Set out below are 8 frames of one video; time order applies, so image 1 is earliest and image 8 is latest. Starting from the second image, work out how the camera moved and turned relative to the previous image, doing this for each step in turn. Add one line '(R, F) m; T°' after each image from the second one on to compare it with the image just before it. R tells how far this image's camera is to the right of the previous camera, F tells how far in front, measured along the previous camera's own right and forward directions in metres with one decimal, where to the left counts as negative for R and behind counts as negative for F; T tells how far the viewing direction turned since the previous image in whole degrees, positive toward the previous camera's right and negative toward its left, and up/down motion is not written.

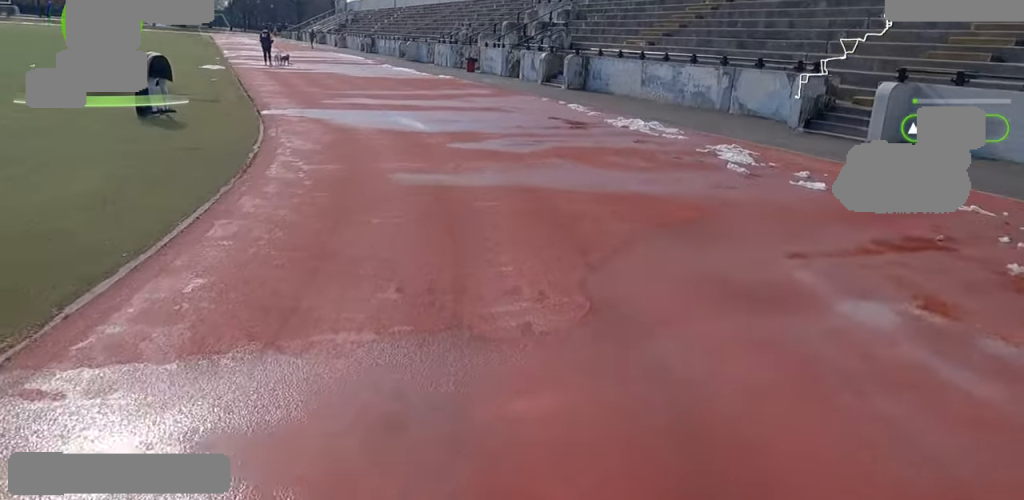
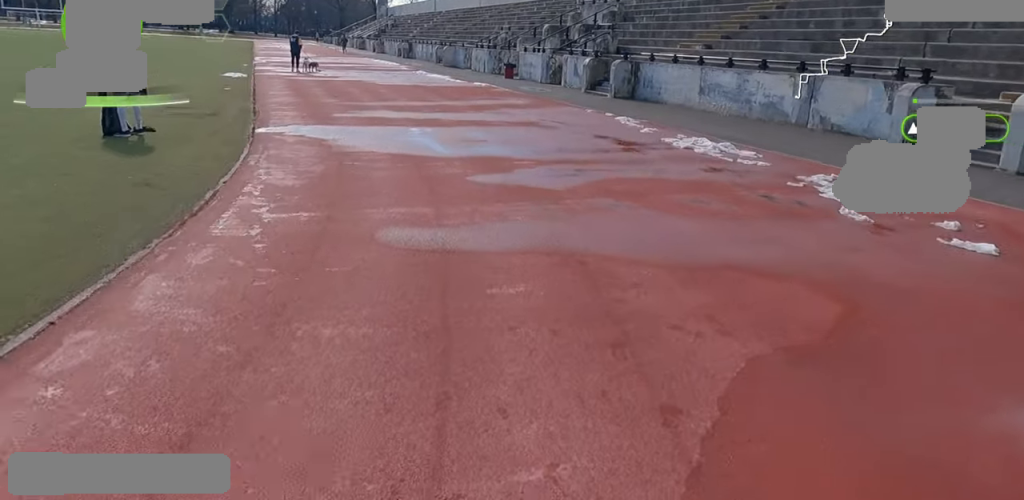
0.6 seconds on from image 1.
(0.0, +2.5) m; -2°
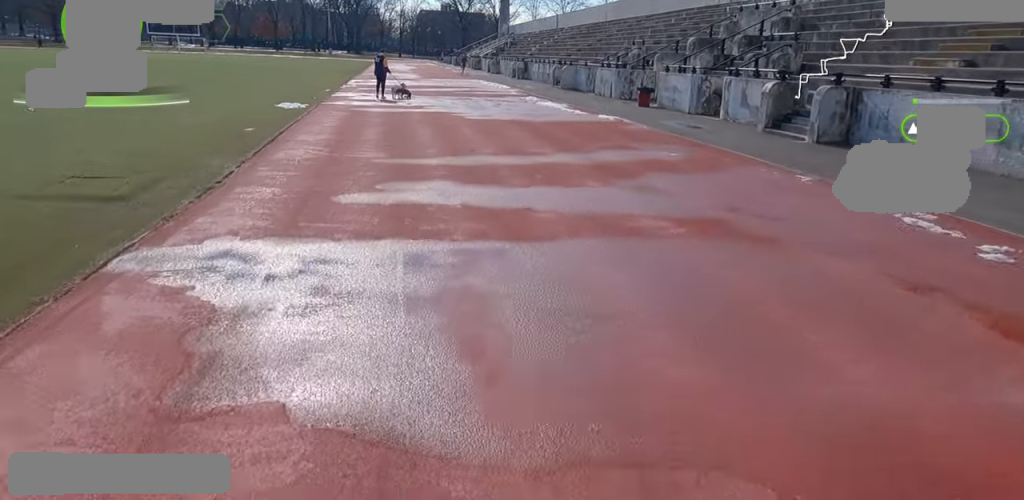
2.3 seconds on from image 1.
(-0.9, +7.7) m; -9°
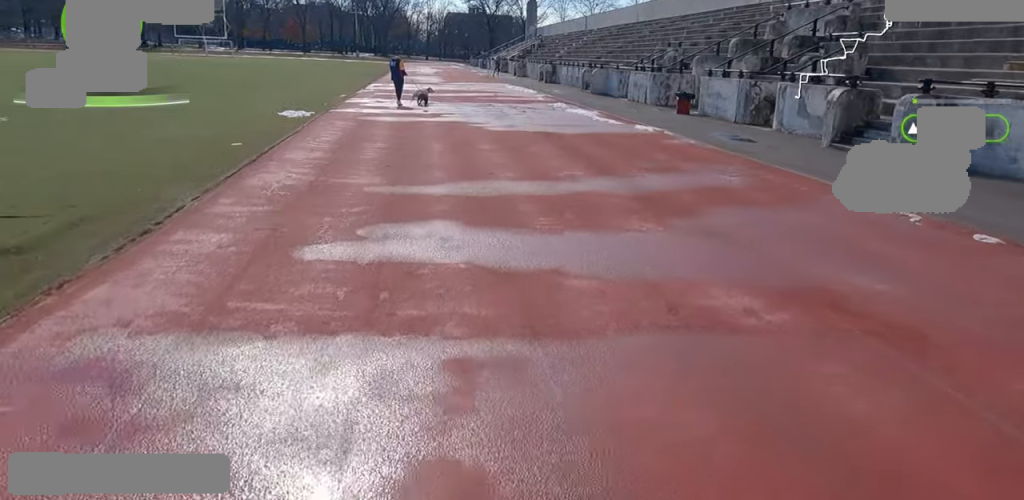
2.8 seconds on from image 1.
(-0.2, +2.3) m; 0°
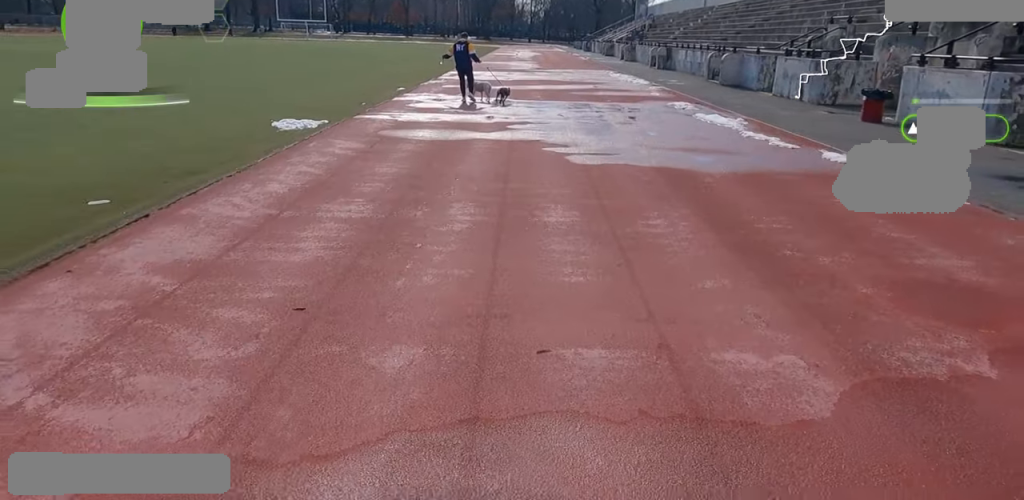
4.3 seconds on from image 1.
(+0.7, +7.0) m; -5°
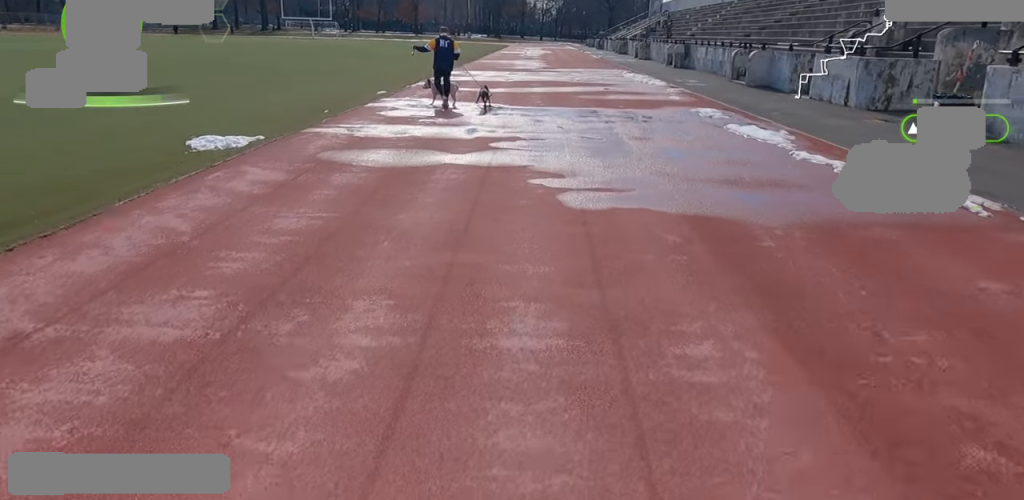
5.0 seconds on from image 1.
(-0.2, +3.1) m; -8°
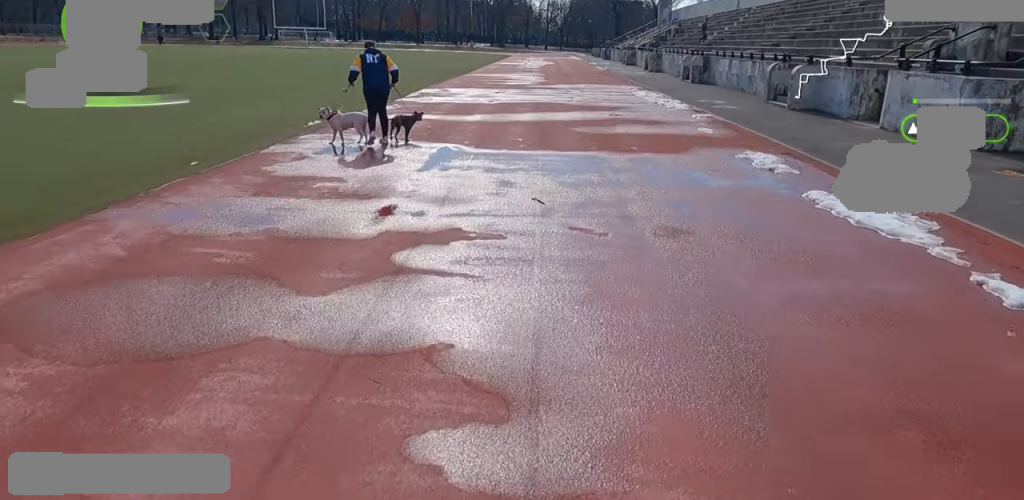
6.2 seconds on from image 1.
(-0.4, +5.2) m; +1°
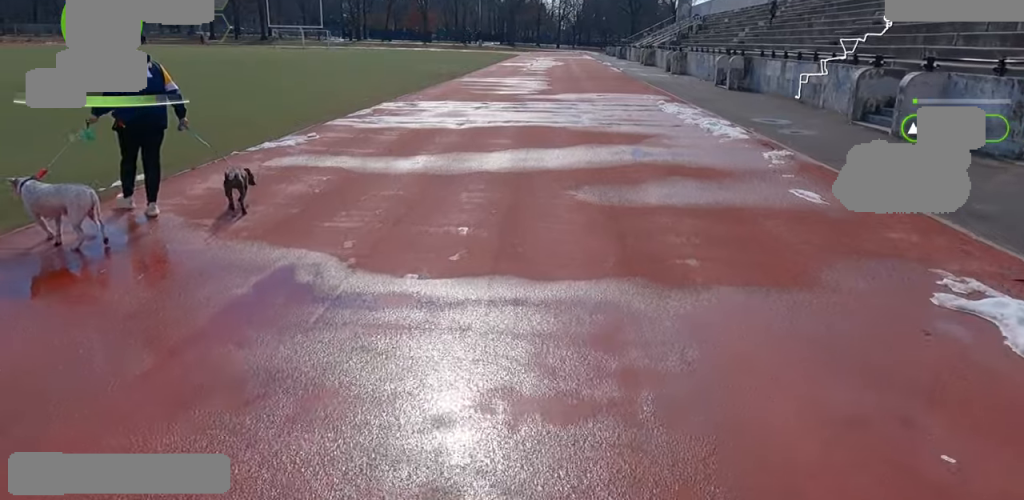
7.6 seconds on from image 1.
(-0.1, +6.2) m; -3°
